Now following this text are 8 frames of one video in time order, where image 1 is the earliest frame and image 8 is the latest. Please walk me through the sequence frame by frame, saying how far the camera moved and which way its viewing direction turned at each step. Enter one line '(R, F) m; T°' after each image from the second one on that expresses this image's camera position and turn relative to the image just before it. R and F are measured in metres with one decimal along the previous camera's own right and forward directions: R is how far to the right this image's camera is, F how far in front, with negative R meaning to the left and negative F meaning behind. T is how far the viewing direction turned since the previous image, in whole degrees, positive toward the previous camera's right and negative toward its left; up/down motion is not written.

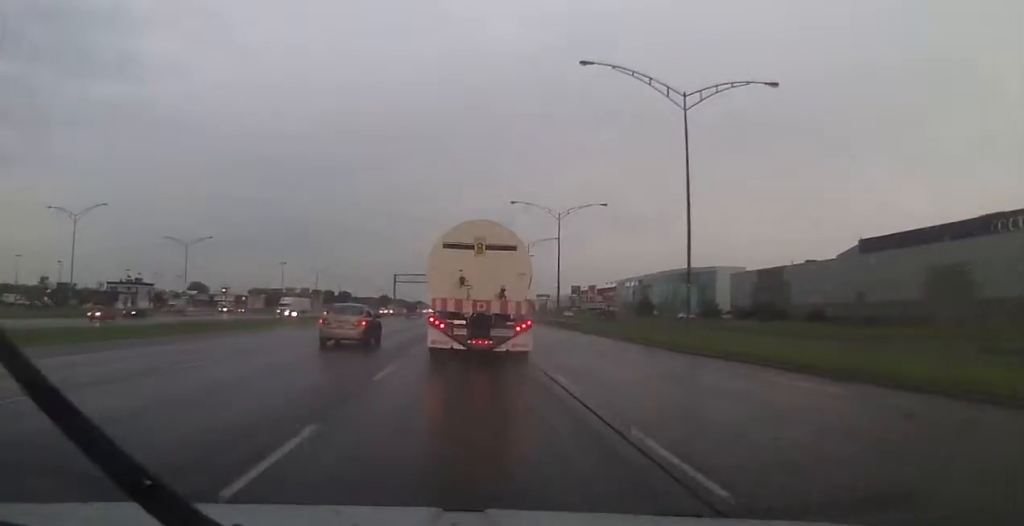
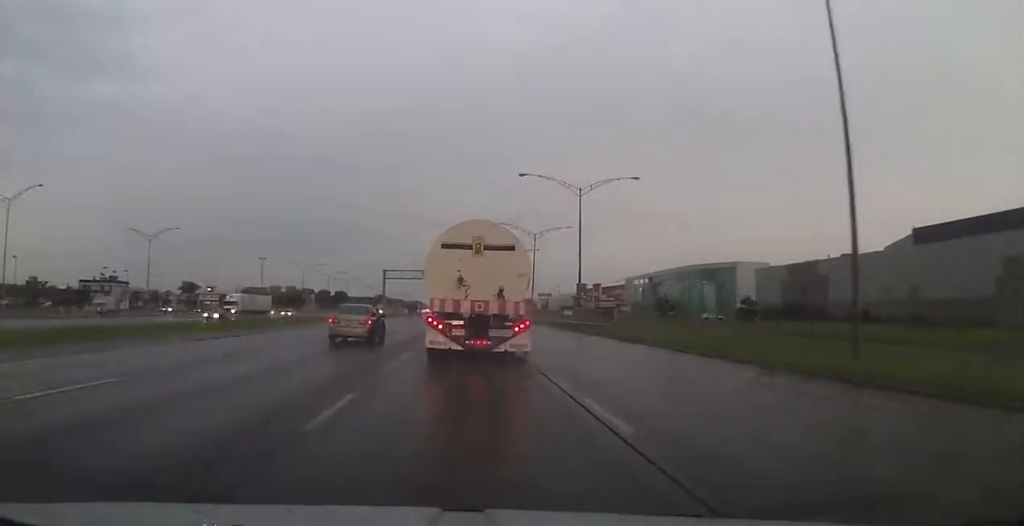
(0.0, +15.2) m; 0°
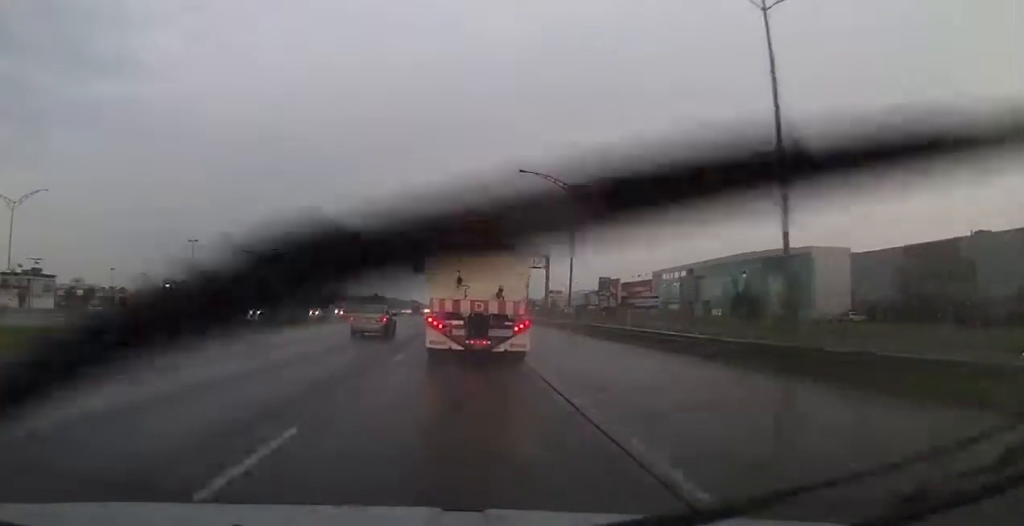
(0.0, +39.1) m; 0°
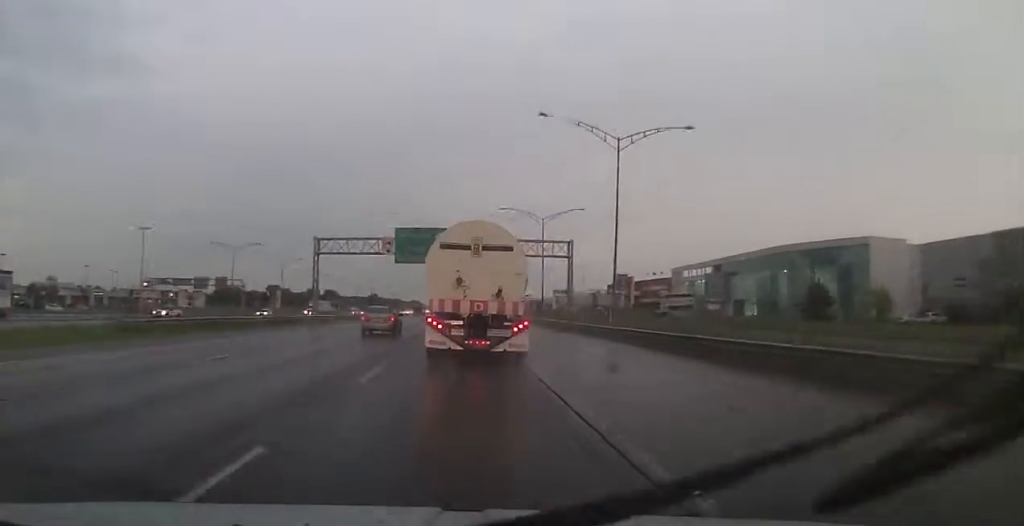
(+0.1, +18.8) m; 0°
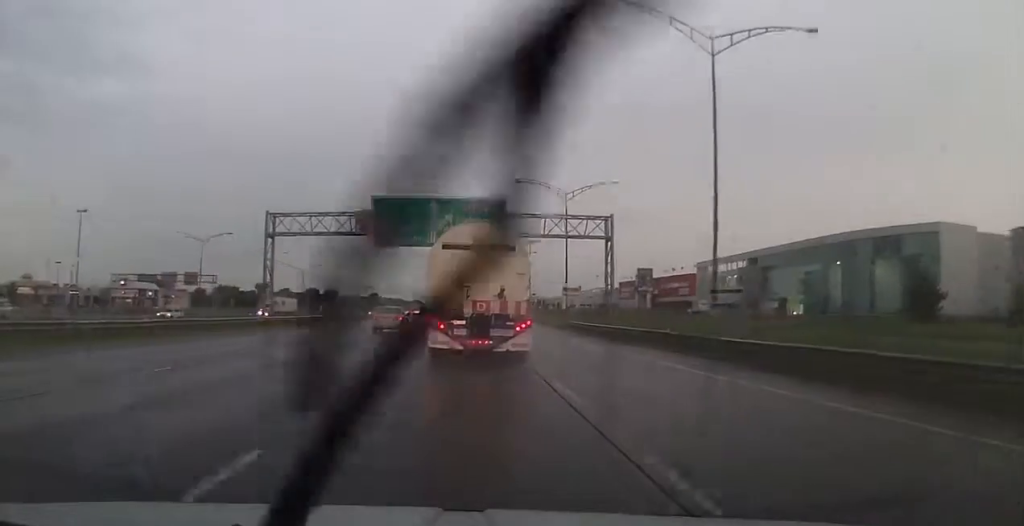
(+0.1, +18.1) m; -1°
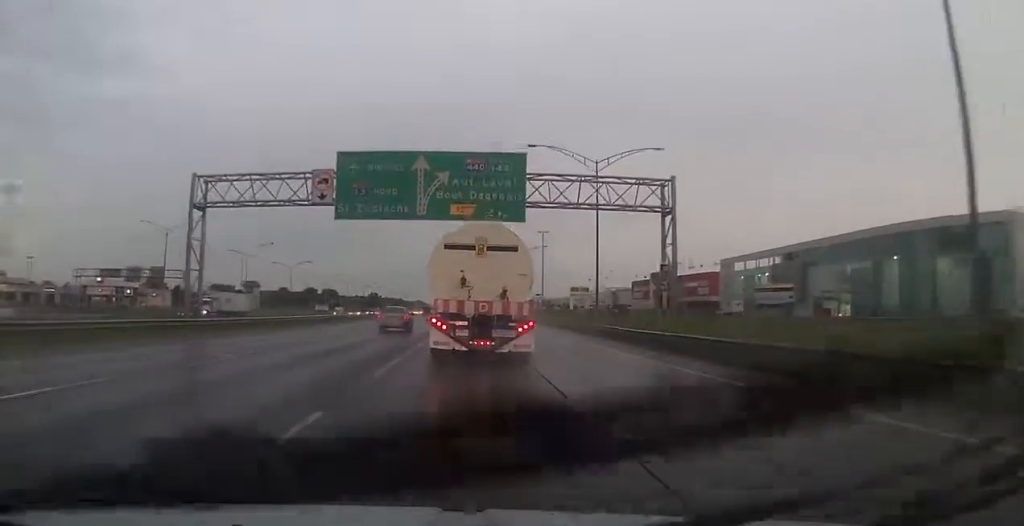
(-0.4, +15.2) m; -1°
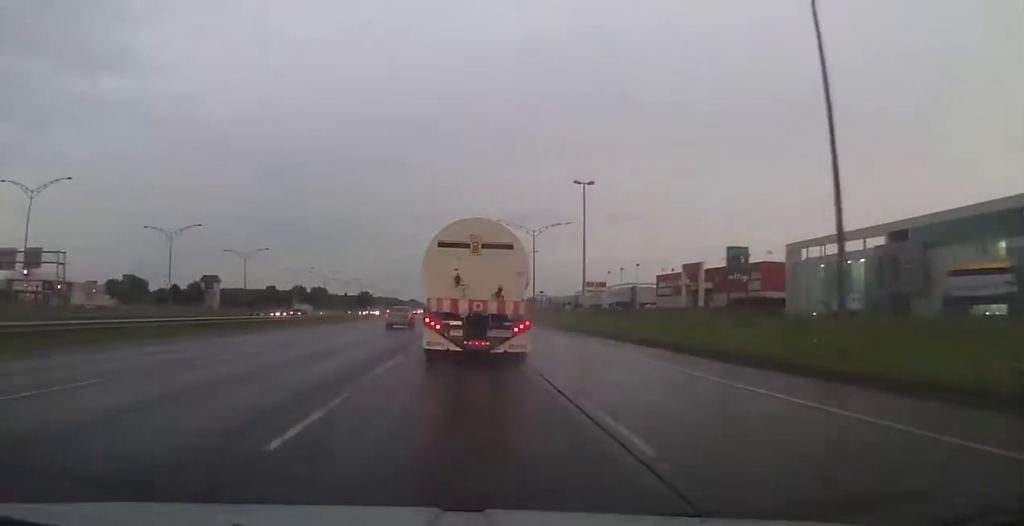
(+0.7, +35.3) m; +2°
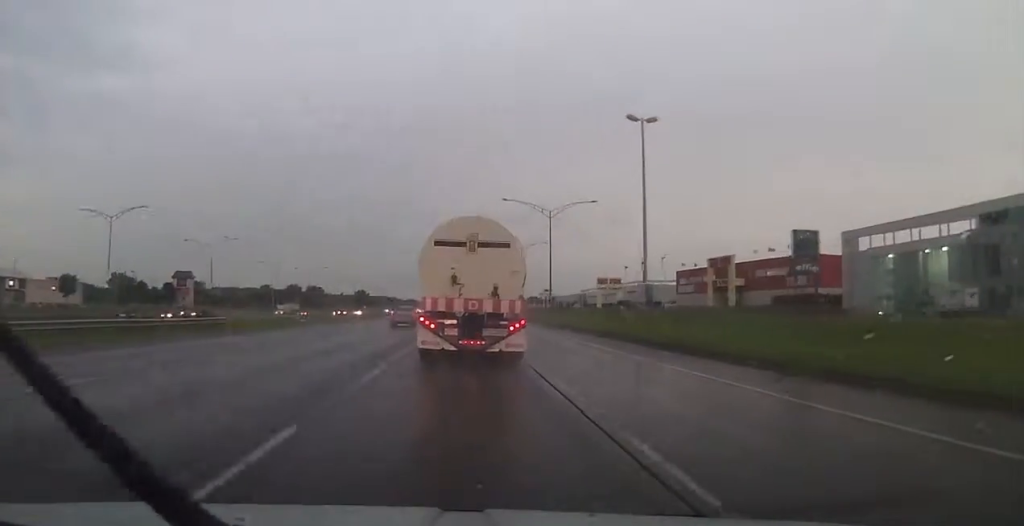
(0.0, +19.9) m; 0°
